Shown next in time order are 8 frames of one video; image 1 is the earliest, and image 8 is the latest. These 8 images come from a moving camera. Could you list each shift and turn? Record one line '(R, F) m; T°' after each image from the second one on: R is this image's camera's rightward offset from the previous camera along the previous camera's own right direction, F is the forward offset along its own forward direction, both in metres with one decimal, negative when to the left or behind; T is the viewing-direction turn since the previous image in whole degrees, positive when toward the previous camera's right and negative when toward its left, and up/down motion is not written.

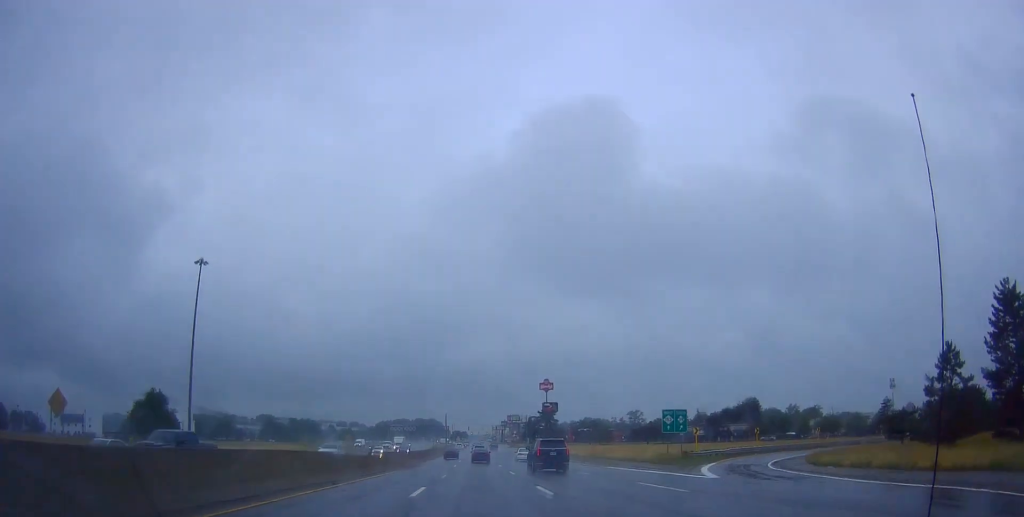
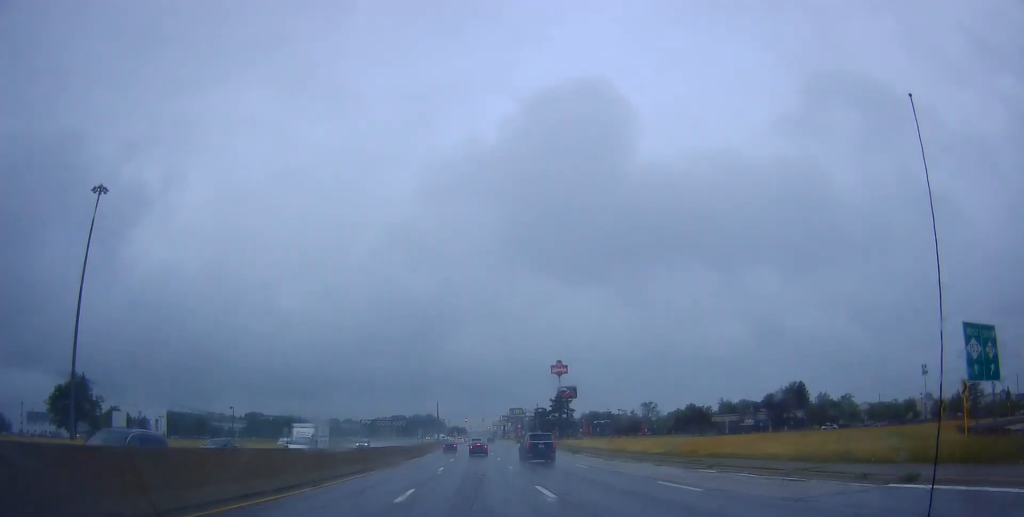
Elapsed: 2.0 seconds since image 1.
(0.0, +31.8) m; 0°
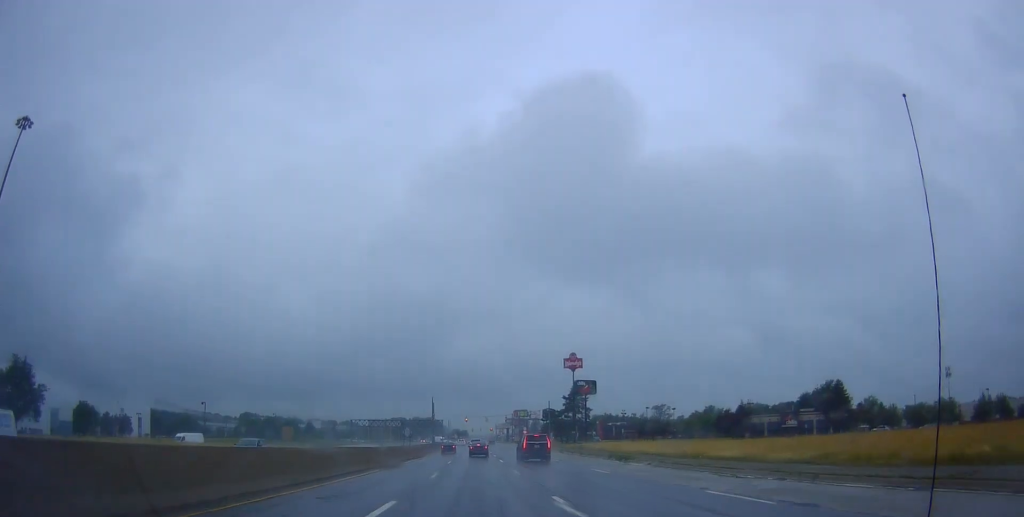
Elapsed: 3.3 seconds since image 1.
(0.0, +20.4) m; -2°
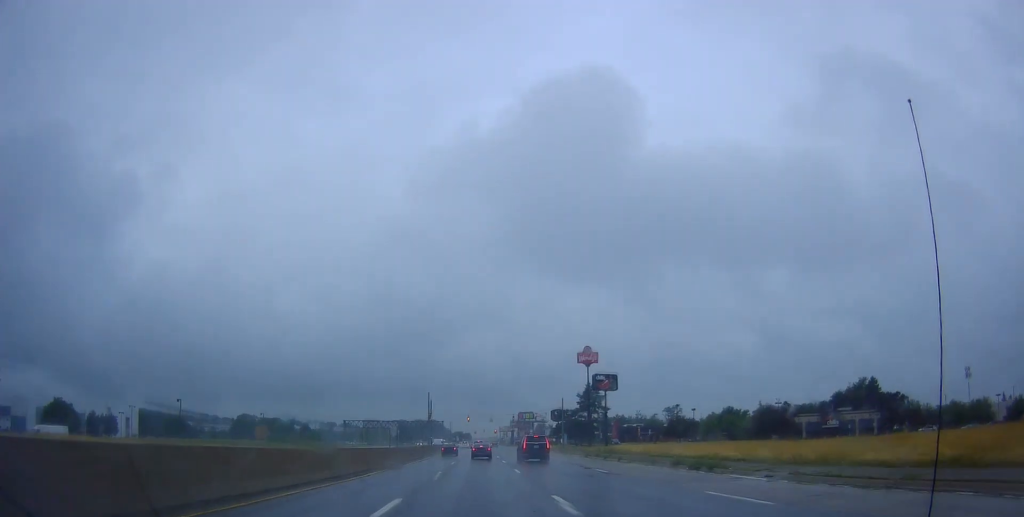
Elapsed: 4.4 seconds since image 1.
(-0.5, +16.5) m; 0°
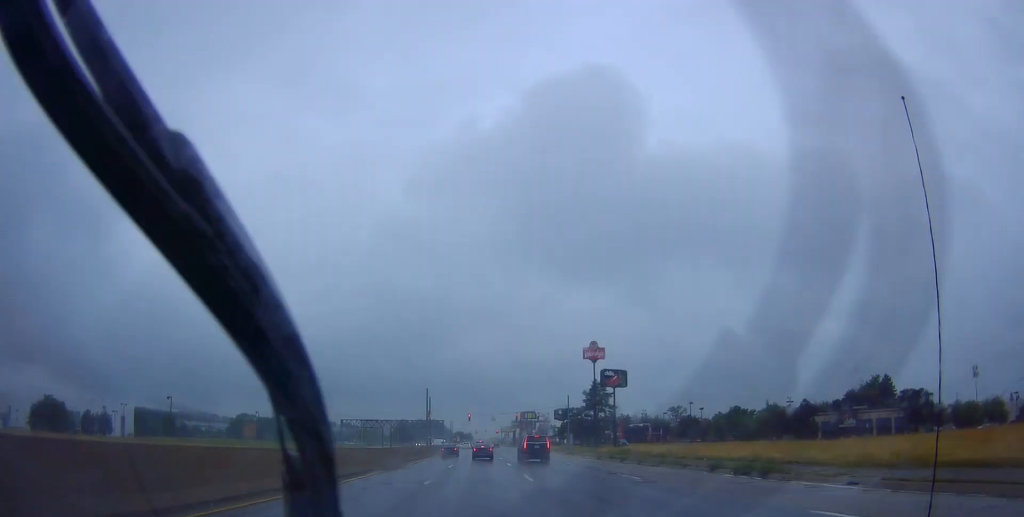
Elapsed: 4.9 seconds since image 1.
(+0.2, +6.0) m; 0°
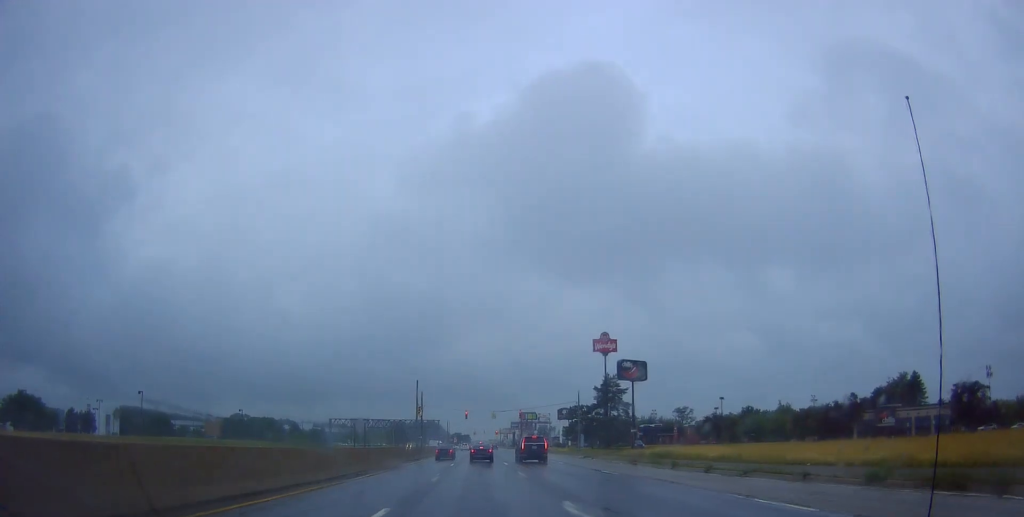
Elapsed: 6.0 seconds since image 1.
(0.0, +14.1) m; 0°
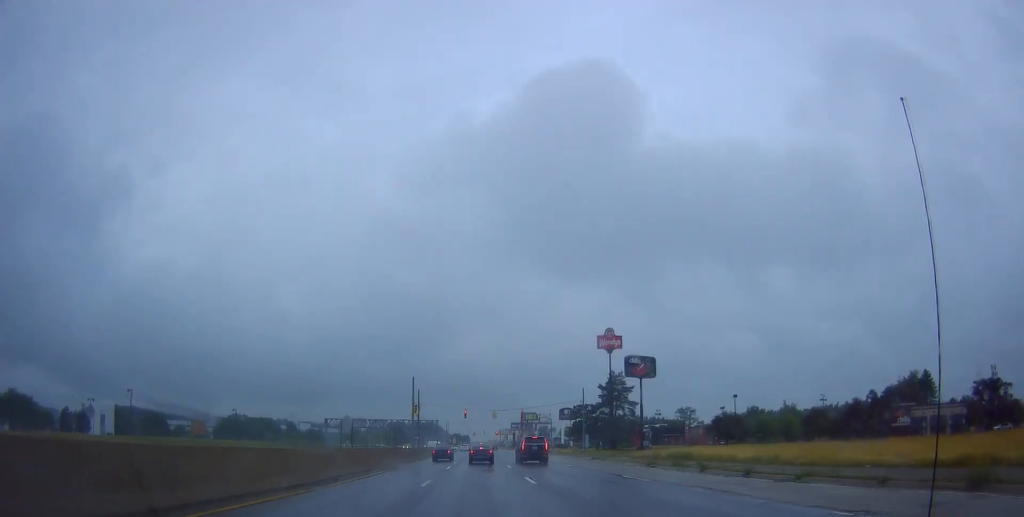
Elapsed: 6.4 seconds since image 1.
(-0.2, +5.1) m; 0°
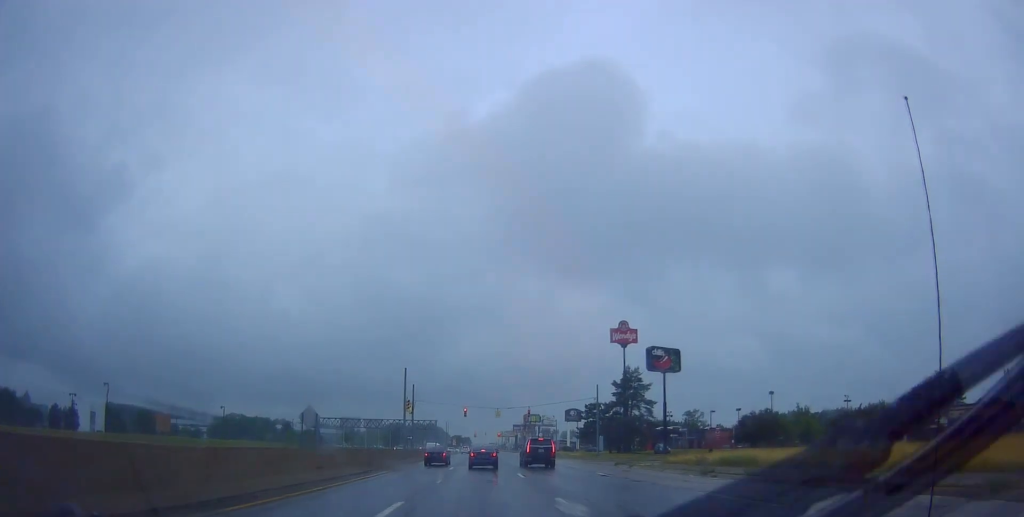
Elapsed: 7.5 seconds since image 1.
(+0.5, +10.9) m; +3°
